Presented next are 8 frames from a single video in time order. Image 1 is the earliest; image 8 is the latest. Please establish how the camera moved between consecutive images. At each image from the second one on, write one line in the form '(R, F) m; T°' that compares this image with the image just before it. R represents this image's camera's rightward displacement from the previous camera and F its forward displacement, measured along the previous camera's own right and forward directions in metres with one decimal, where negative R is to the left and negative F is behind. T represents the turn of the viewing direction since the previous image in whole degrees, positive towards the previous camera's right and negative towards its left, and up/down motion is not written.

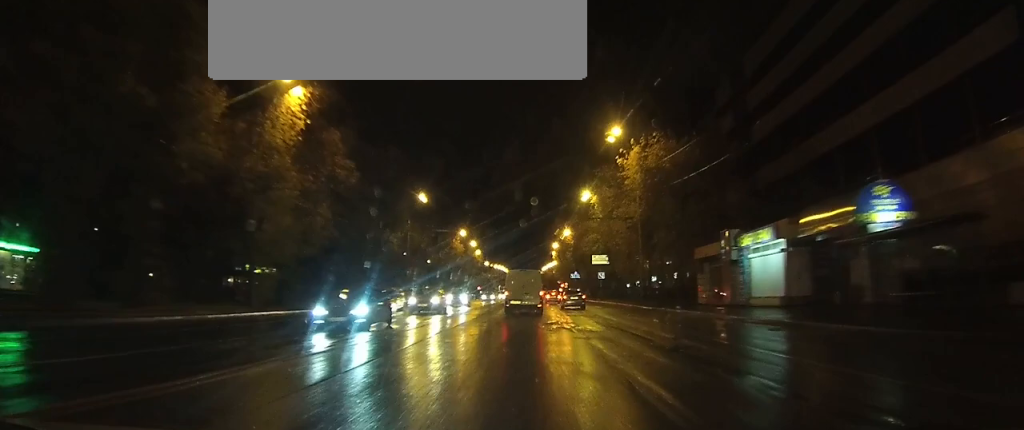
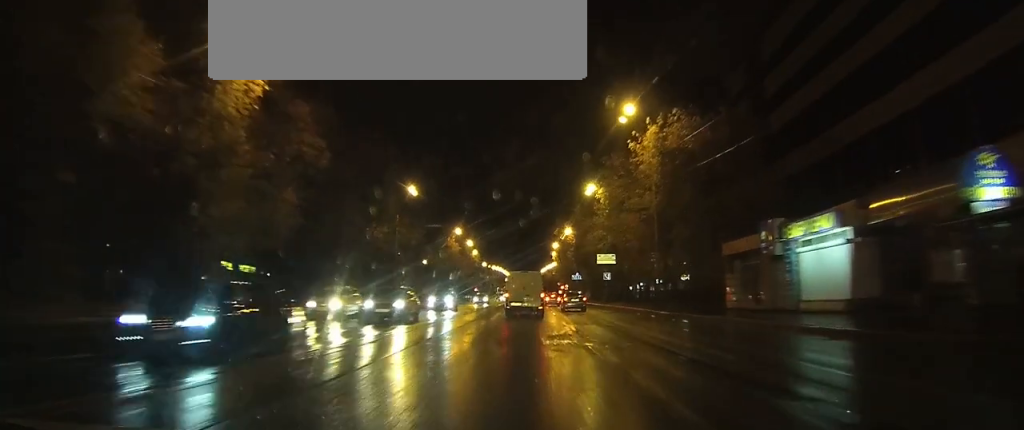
(0.0, +6.9) m; 0°
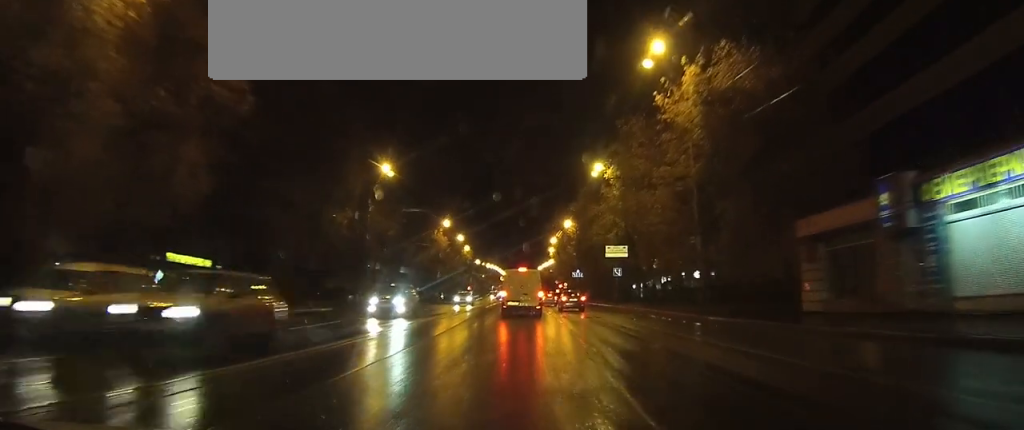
(0.0, +11.7) m; 0°
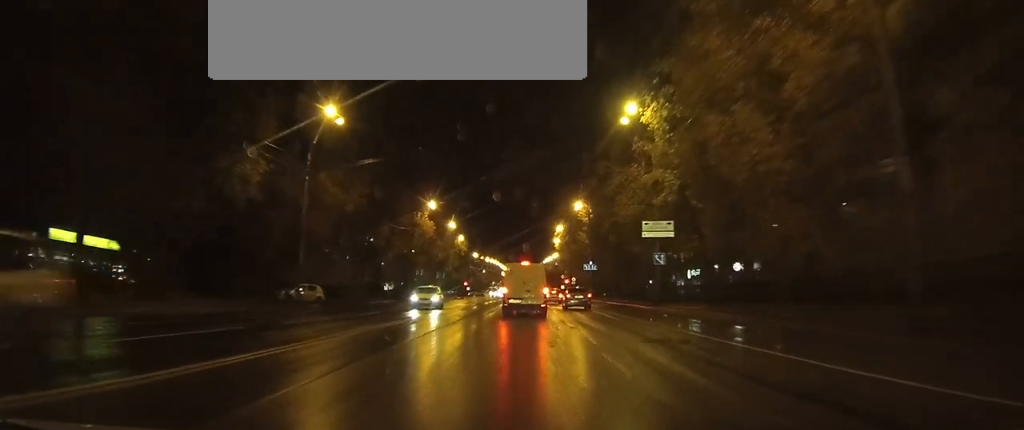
(0.0, +18.5) m; 0°
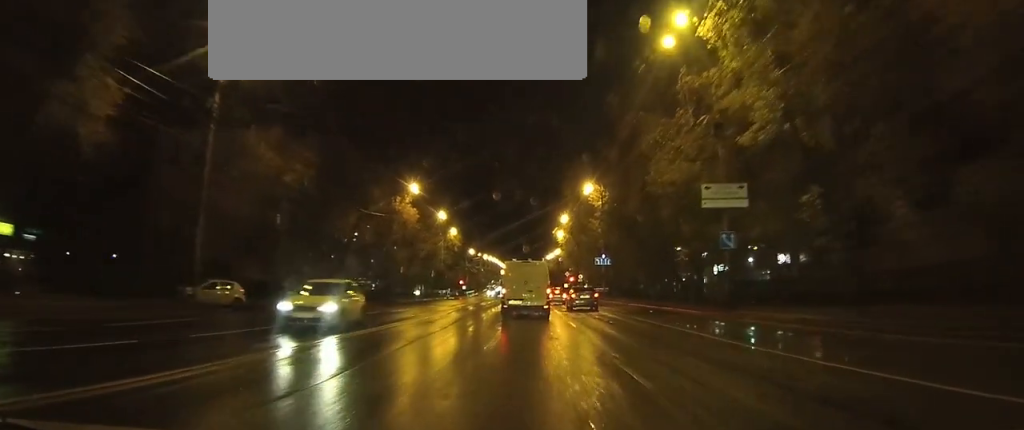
(-0.1, +14.2) m; -1°
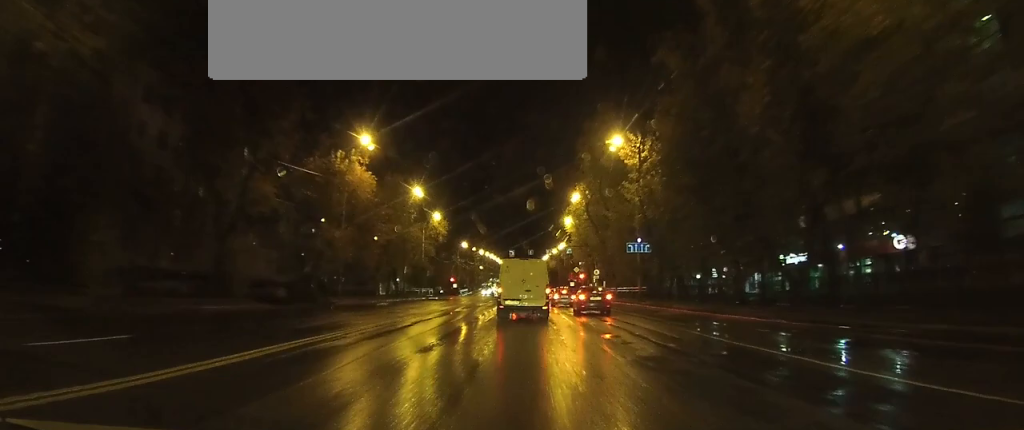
(-0.2, +22.2) m; -1°
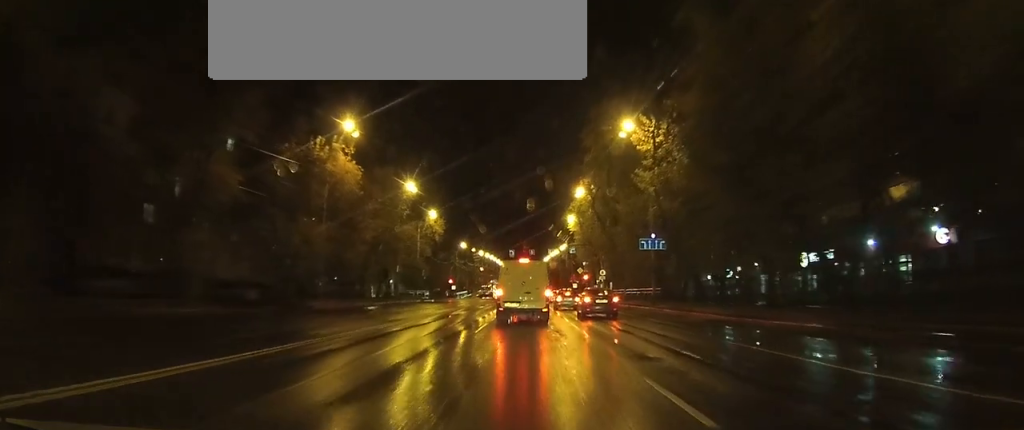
(0.0, +4.8) m; 0°
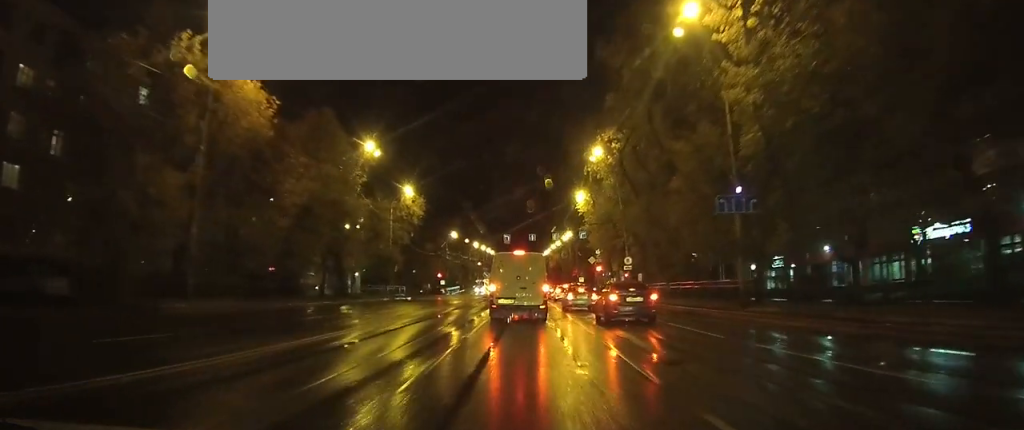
(-0.1, +15.8) m; -1°
